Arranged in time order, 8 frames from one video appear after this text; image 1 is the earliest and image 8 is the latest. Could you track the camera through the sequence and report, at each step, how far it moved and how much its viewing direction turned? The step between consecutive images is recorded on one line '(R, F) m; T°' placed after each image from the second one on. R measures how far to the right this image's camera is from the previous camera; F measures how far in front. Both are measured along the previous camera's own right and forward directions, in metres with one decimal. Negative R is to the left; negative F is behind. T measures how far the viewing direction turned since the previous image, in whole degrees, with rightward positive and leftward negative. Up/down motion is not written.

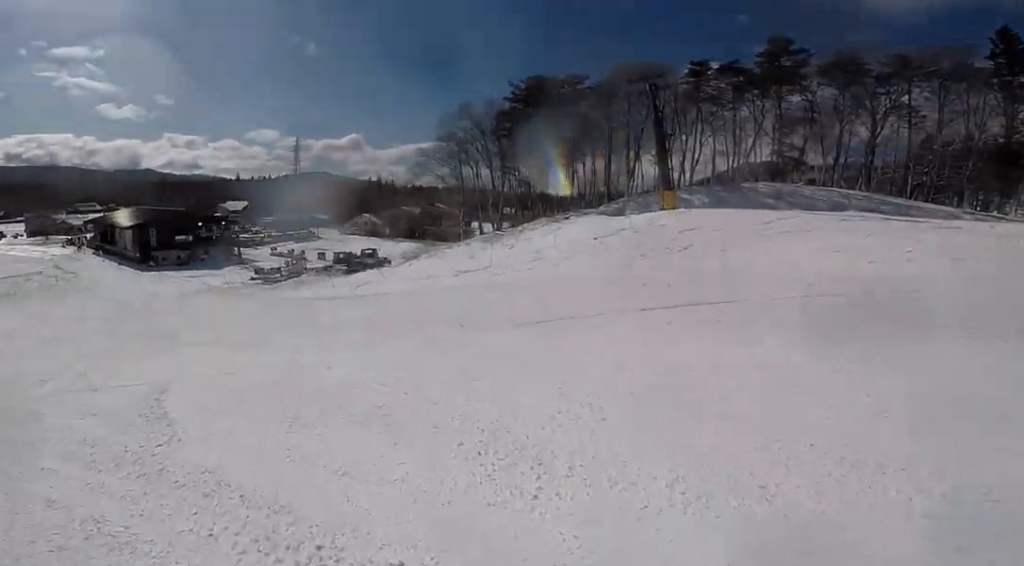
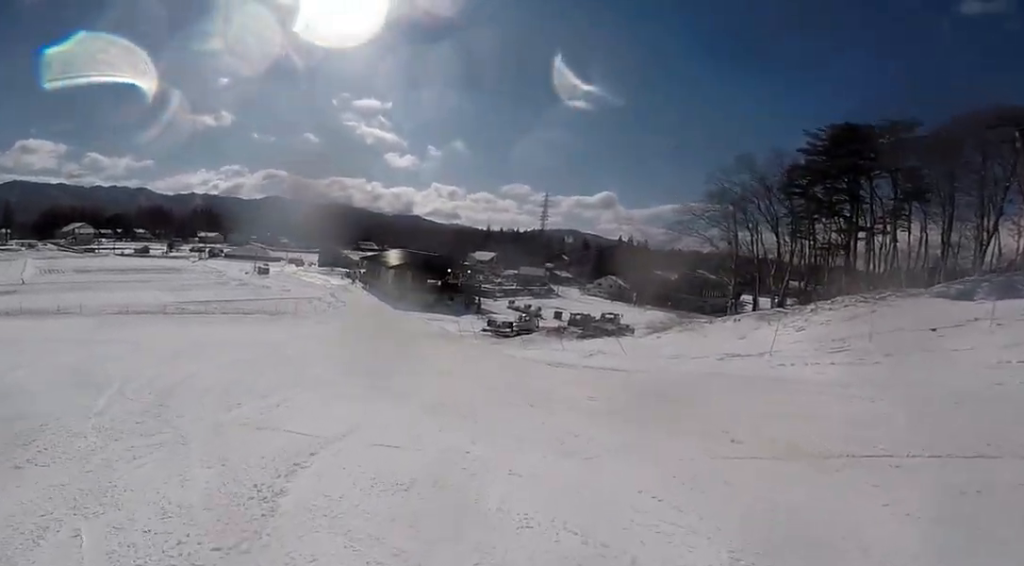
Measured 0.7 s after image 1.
(-0.5, +2.8) m; -13°
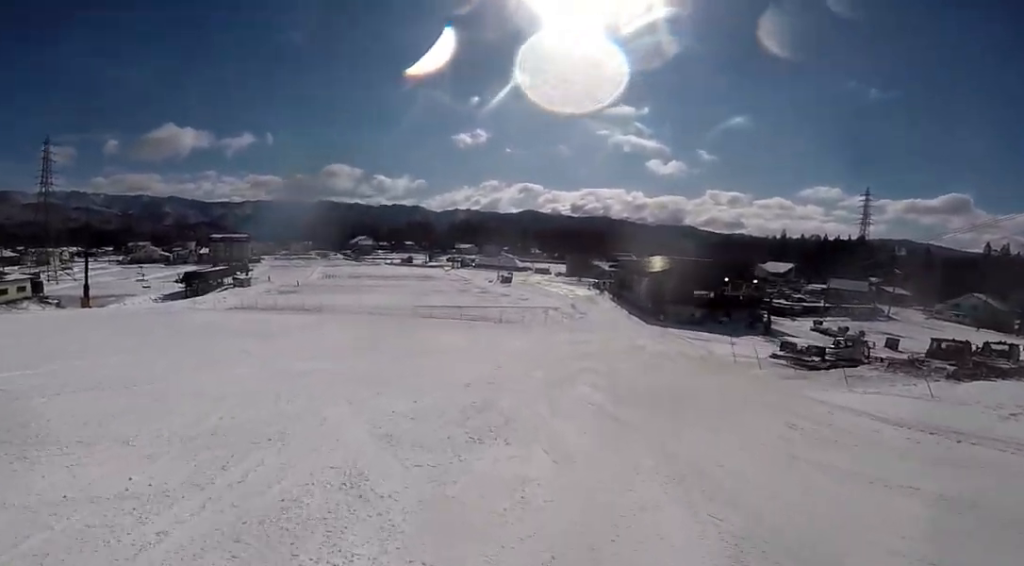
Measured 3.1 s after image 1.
(-2.7, +9.6) m; -38°
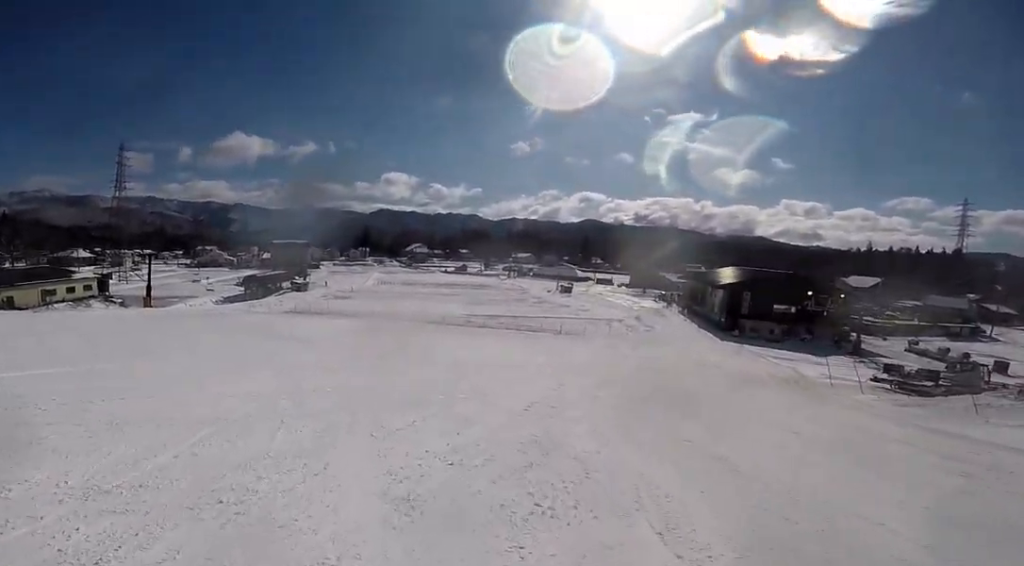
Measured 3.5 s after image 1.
(-0.2, +2.0) m; -7°
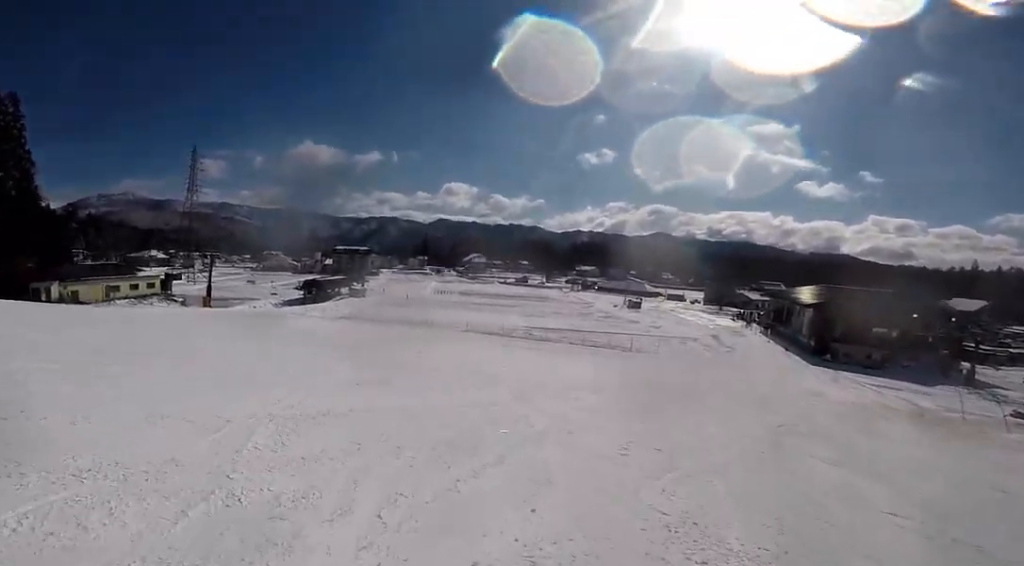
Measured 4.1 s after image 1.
(-0.2, +2.6) m; -2°
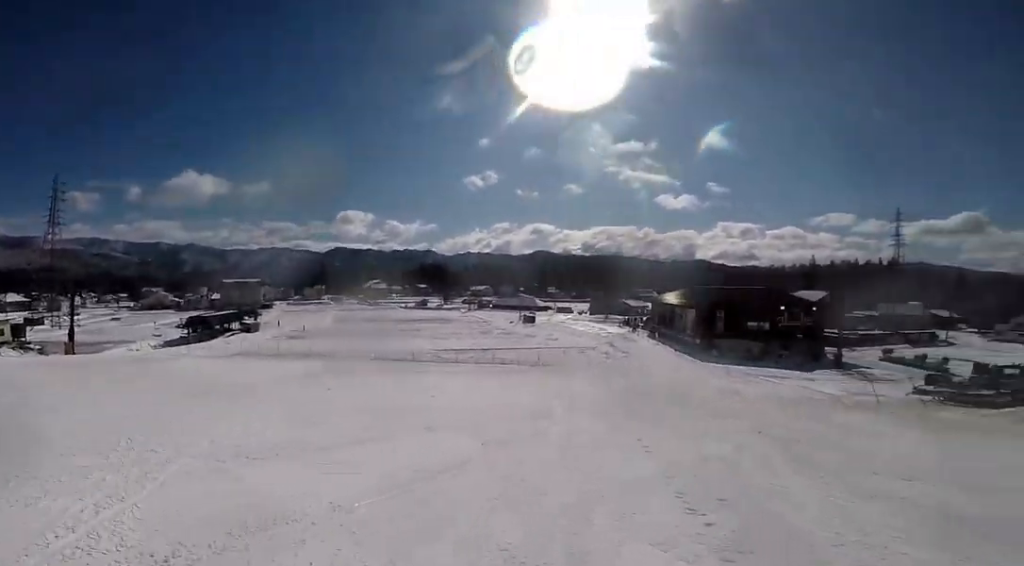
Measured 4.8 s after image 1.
(-0.1, +3.4) m; +3°
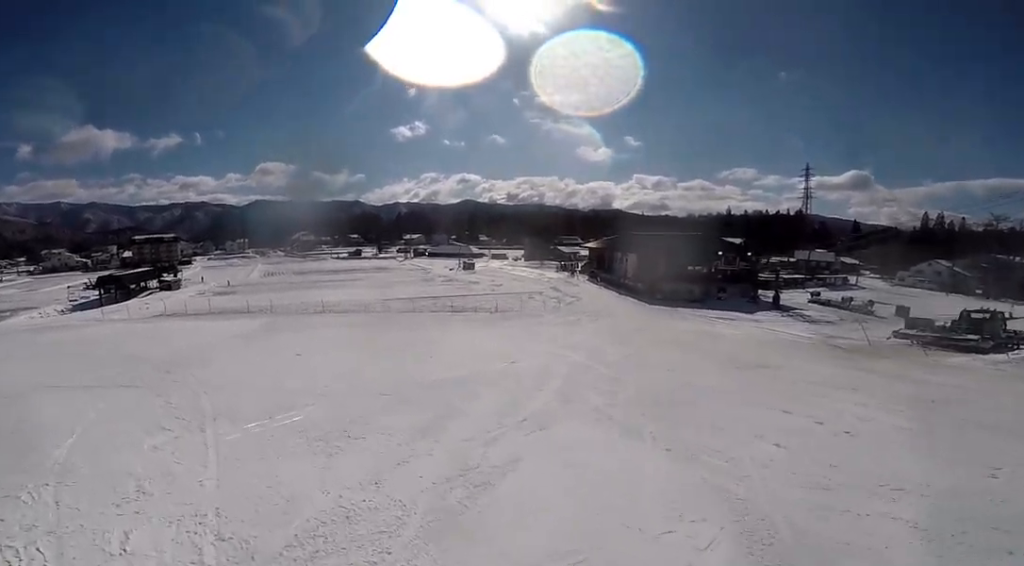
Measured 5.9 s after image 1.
(+0.5, +5.1) m; +16°
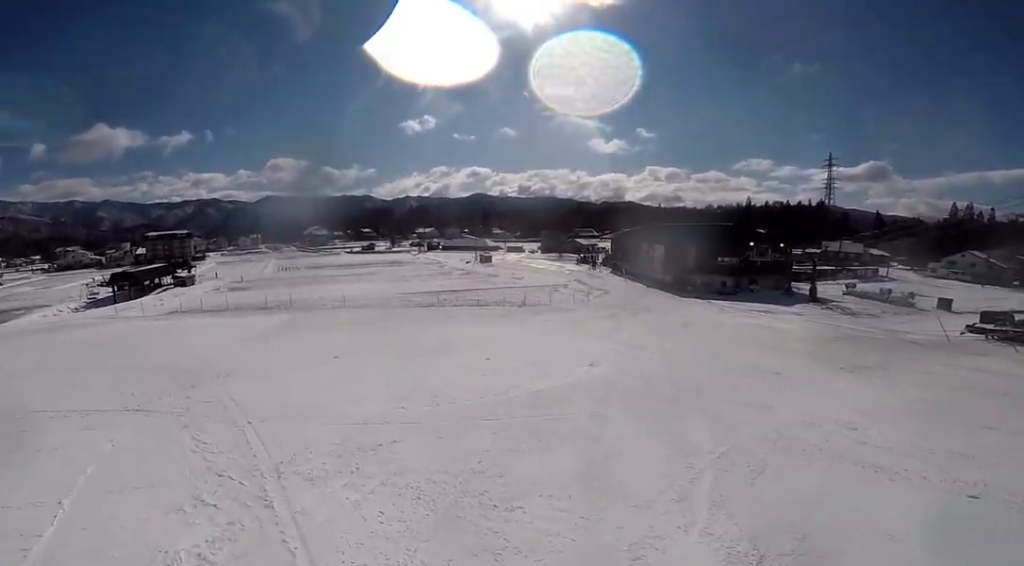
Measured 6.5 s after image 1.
(+0.5, +3.0) m; +7°
